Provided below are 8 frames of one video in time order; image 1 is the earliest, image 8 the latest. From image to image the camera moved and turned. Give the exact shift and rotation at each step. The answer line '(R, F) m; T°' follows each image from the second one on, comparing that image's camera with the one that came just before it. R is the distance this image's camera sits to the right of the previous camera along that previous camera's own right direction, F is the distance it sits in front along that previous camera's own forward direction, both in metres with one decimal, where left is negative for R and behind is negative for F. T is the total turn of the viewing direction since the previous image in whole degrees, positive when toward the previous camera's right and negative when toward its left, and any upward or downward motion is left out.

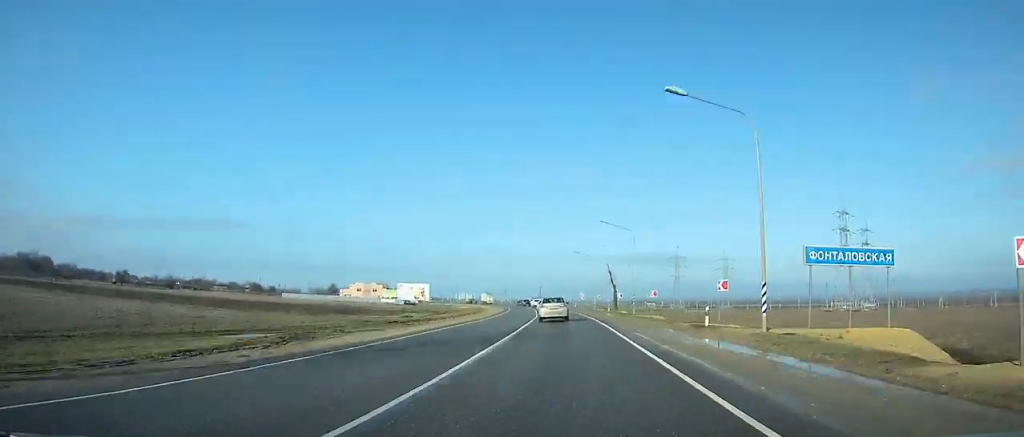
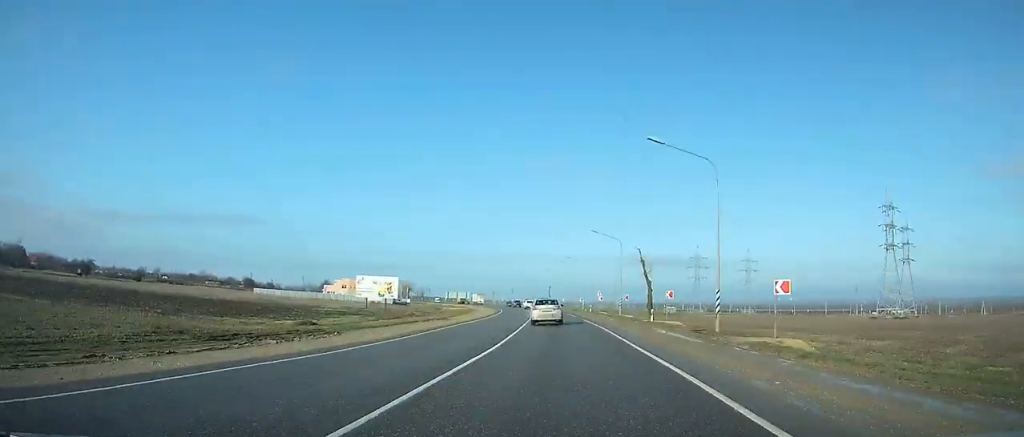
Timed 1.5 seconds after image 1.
(+1.4, +27.2) m; -1°
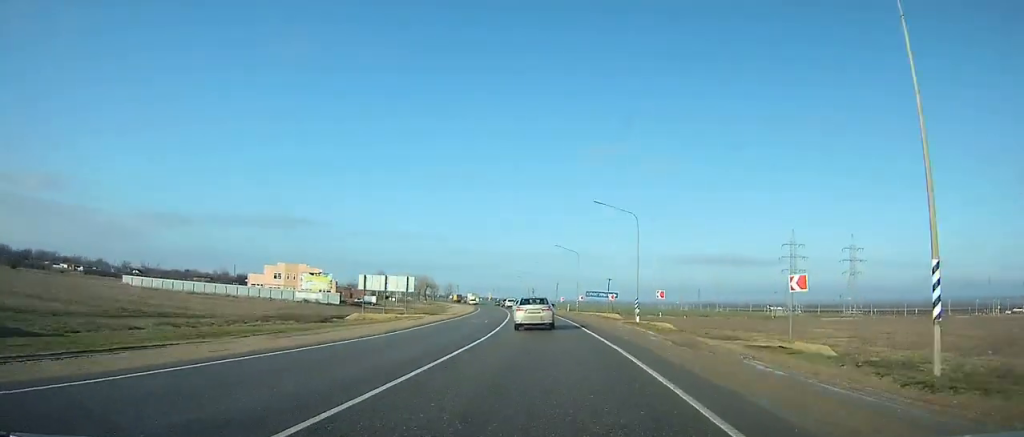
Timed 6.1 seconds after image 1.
(-9.6, +79.7) m; -11°
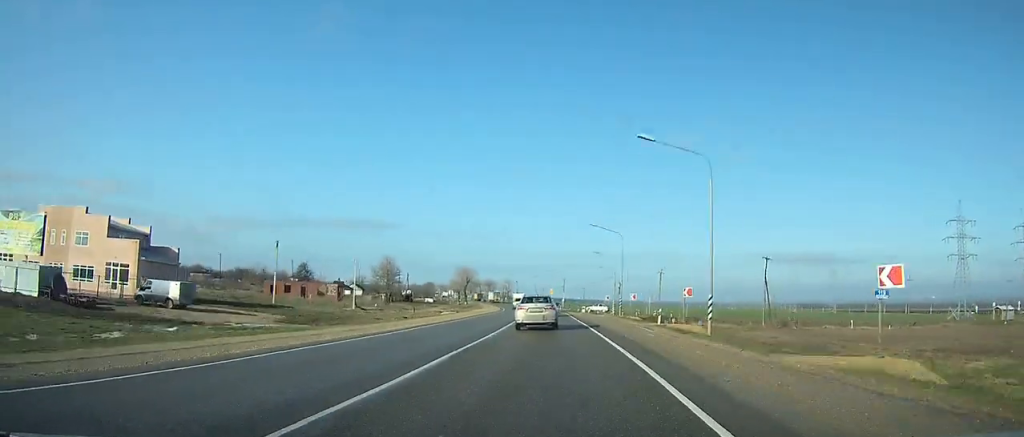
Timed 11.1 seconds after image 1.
(-5.9, +83.2) m; -7°
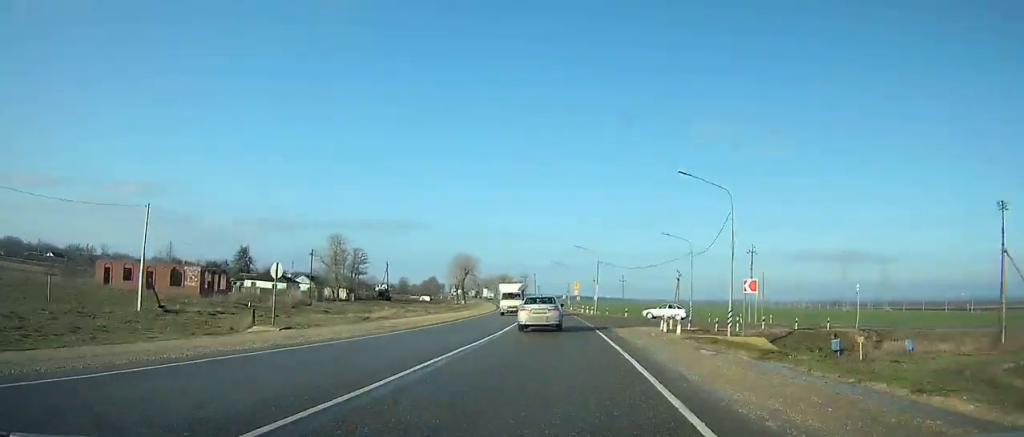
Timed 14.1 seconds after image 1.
(-1.1, +49.6) m; -3°
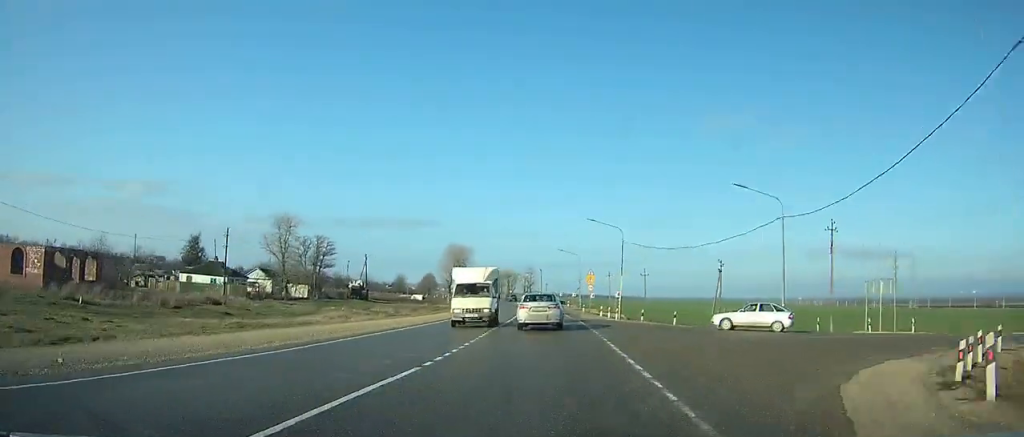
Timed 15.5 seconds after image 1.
(0.0, +23.2) m; -1°
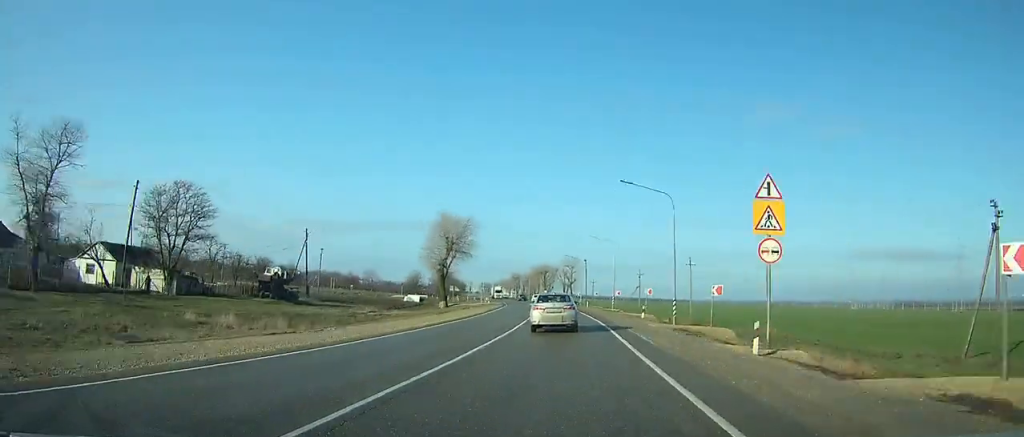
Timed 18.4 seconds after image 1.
(-1.6, +48.3) m; -4°
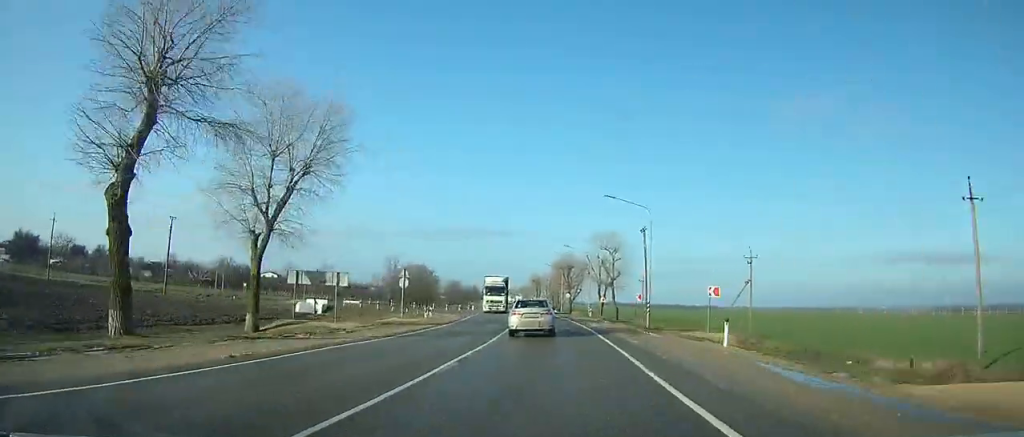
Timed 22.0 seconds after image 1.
(-1.9, +60.4) m; -5°
